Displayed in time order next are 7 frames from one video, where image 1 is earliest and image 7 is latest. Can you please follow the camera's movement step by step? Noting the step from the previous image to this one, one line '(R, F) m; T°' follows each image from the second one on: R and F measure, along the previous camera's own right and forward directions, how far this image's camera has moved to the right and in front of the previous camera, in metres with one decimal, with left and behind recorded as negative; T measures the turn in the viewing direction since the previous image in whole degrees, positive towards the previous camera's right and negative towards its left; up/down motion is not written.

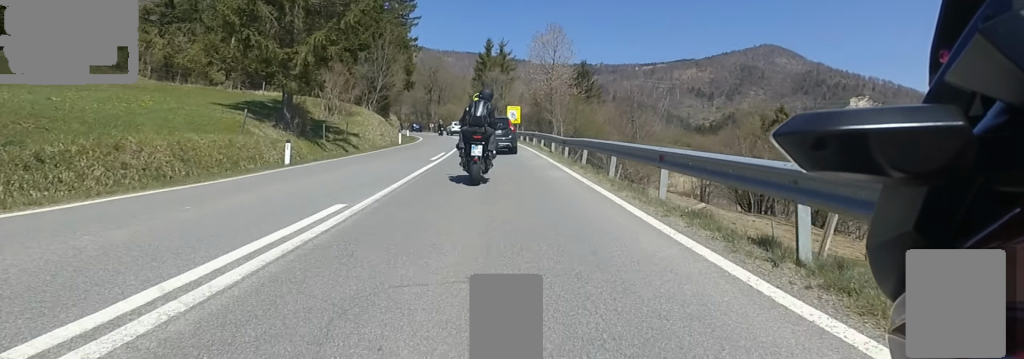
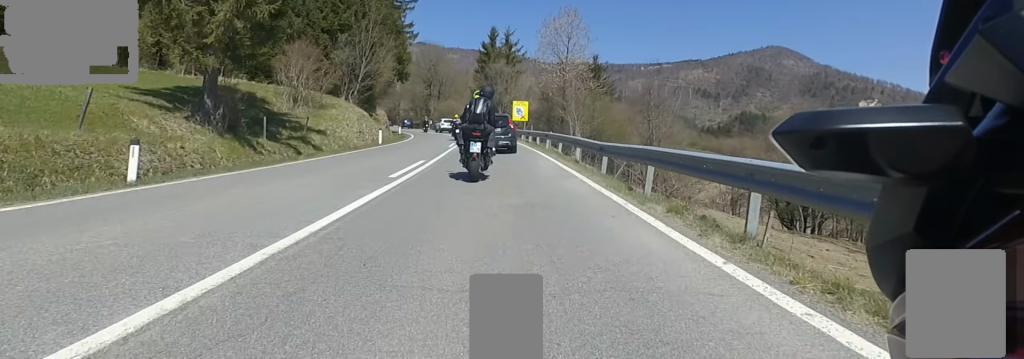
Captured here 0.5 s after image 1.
(+0.1, +6.6) m; 0°
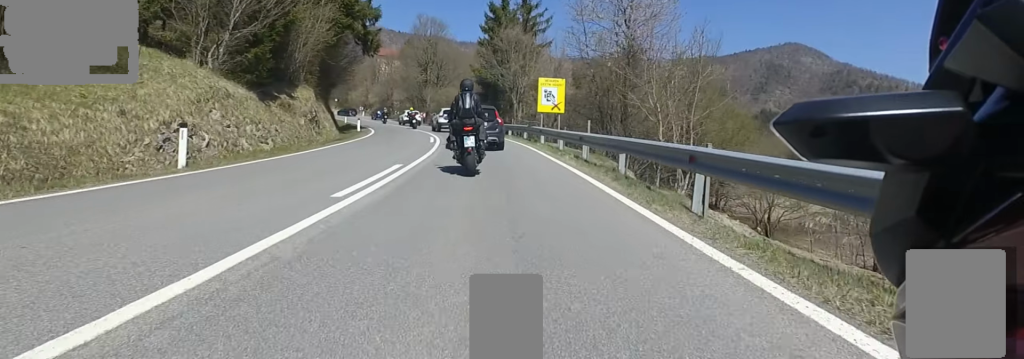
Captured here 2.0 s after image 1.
(0.0, +18.4) m; +2°
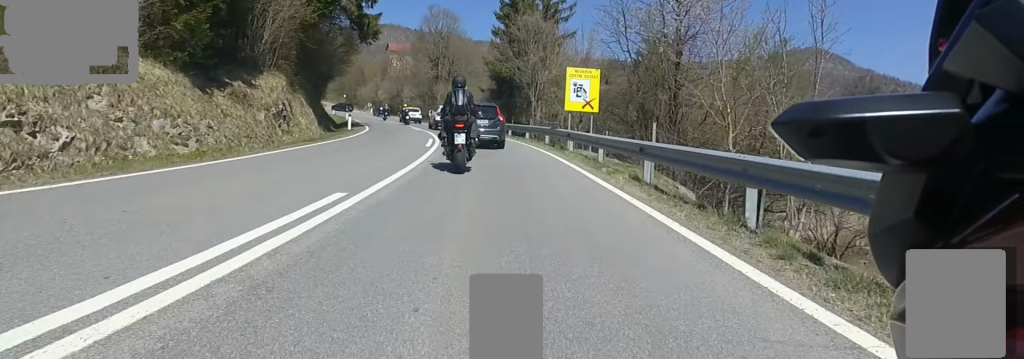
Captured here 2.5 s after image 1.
(+0.2, +5.0) m; +1°
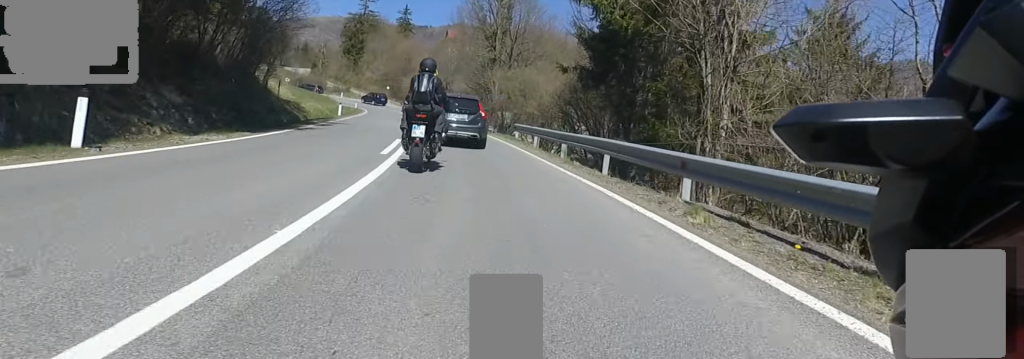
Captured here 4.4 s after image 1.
(-1.1, +20.1) m; -12°
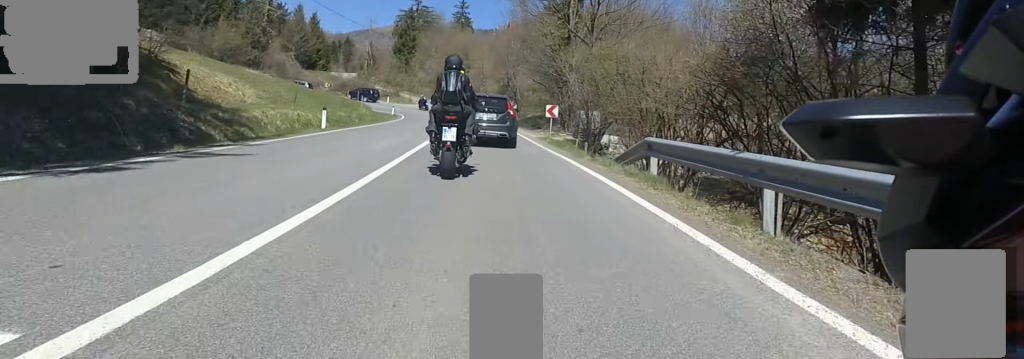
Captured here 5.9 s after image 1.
(-1.1, +12.9) m; -4°
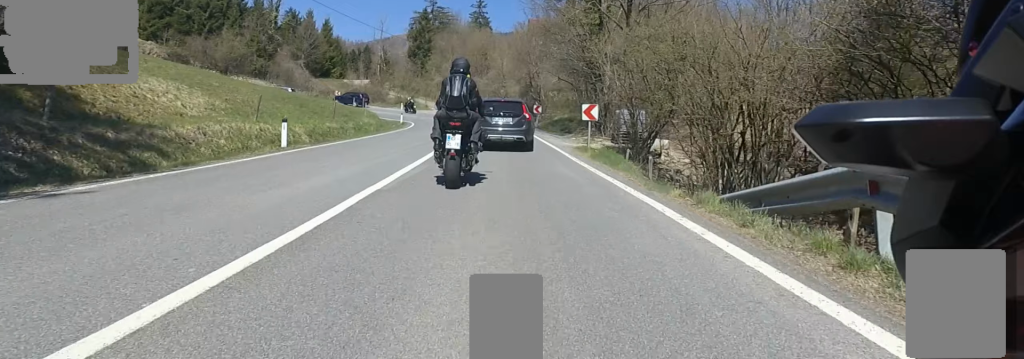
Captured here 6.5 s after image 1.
(+0.2, +5.2) m; -2°
